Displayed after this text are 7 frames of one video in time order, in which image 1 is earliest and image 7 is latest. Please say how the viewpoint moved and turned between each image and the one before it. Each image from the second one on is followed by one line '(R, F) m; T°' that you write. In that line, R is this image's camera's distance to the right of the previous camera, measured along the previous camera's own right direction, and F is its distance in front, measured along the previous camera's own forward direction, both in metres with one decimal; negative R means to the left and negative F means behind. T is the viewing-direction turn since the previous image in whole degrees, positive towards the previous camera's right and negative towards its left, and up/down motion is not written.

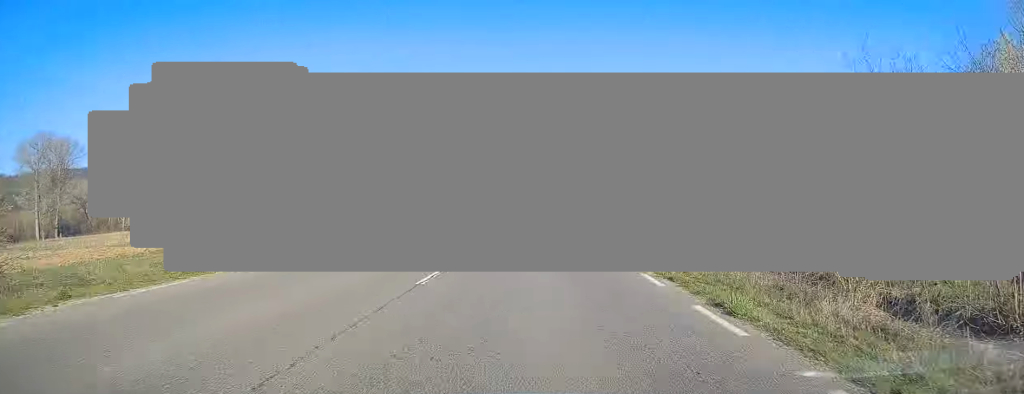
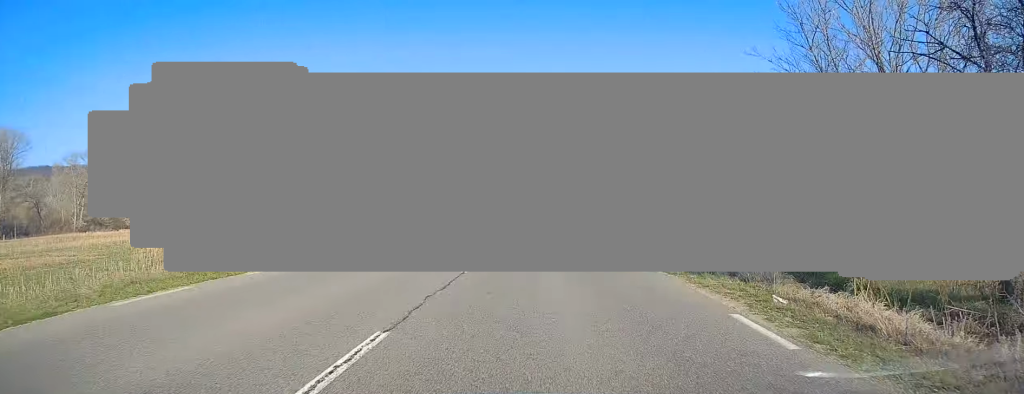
(+0.1, +24.6) m; +1°
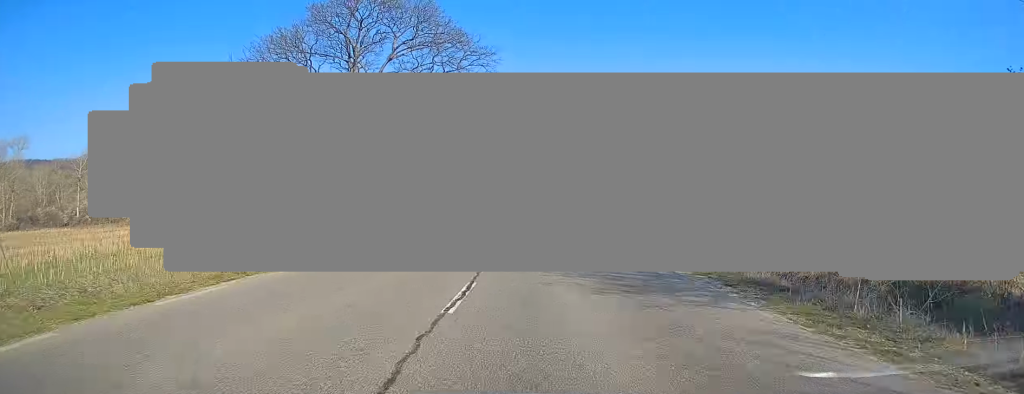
(+0.5, +31.8) m; +1°
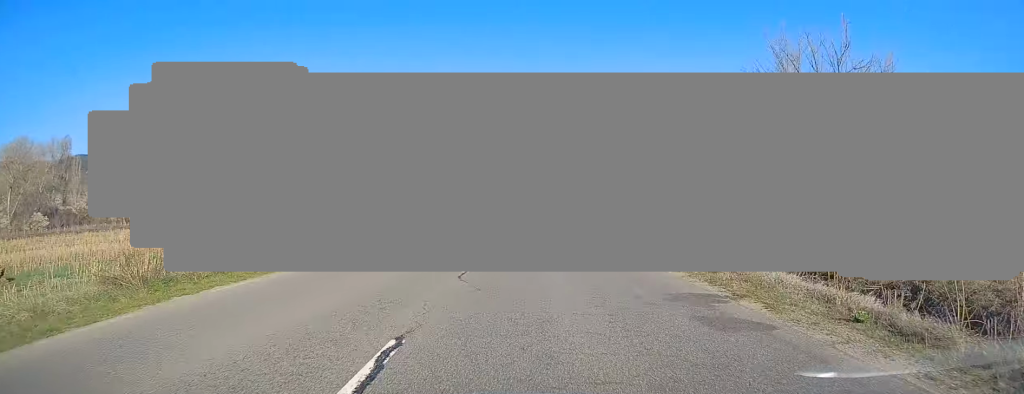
(+0.2, +58.5) m; +1°
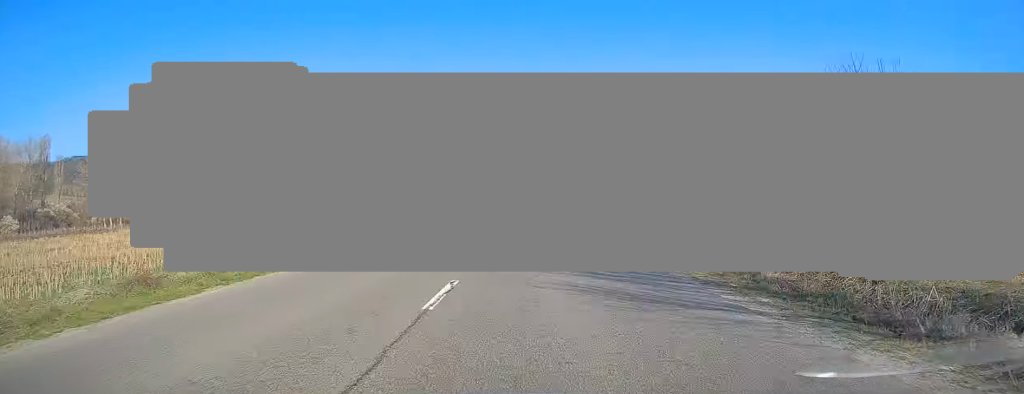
(0.0, +13.3) m; 0°
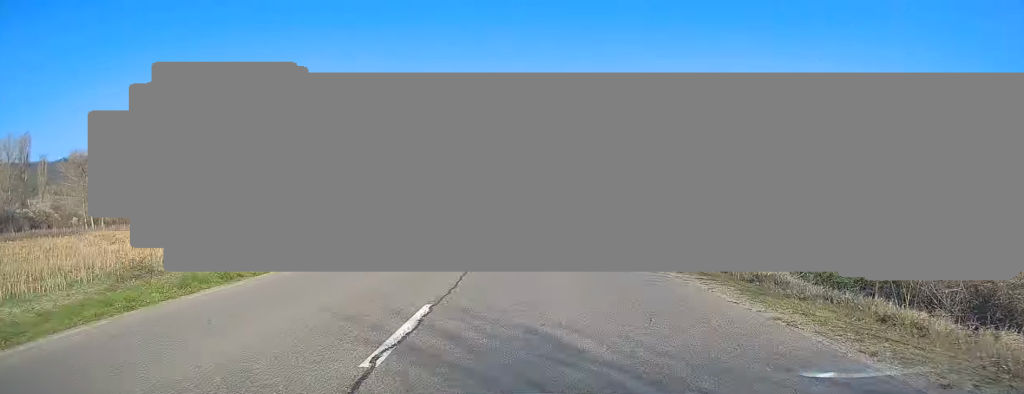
(+0.1, +11.6) m; 0°
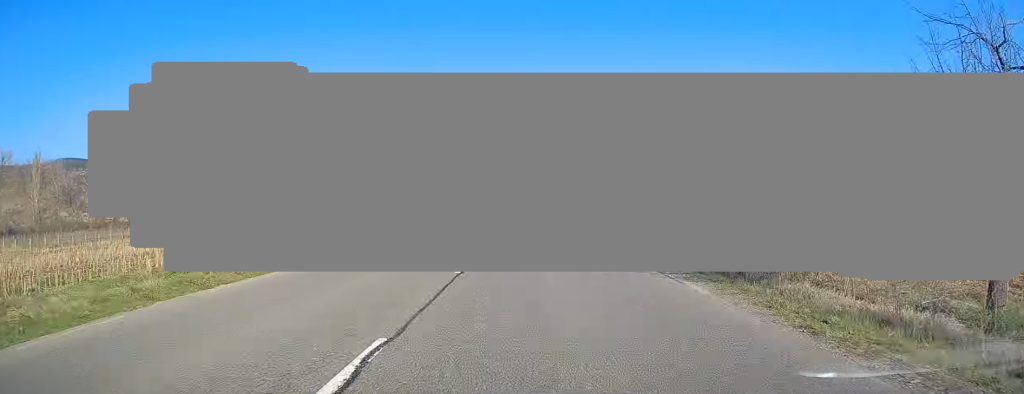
(-0.3, +55.9) m; 0°
